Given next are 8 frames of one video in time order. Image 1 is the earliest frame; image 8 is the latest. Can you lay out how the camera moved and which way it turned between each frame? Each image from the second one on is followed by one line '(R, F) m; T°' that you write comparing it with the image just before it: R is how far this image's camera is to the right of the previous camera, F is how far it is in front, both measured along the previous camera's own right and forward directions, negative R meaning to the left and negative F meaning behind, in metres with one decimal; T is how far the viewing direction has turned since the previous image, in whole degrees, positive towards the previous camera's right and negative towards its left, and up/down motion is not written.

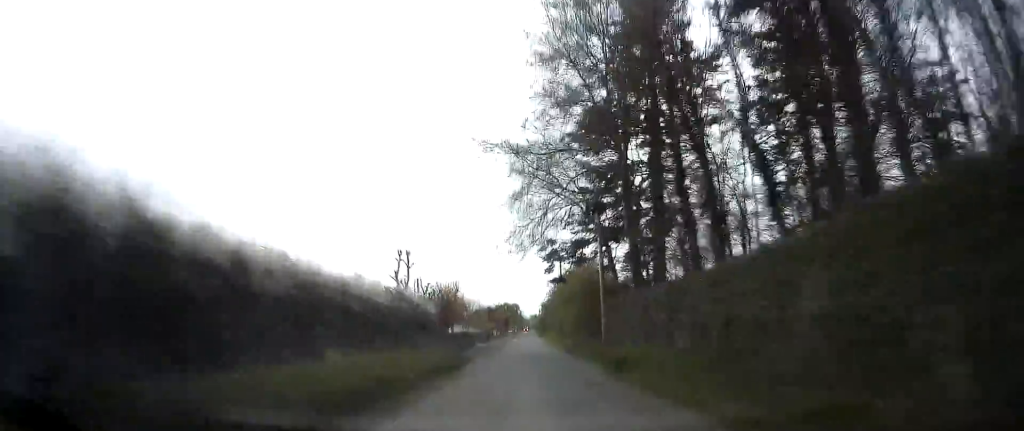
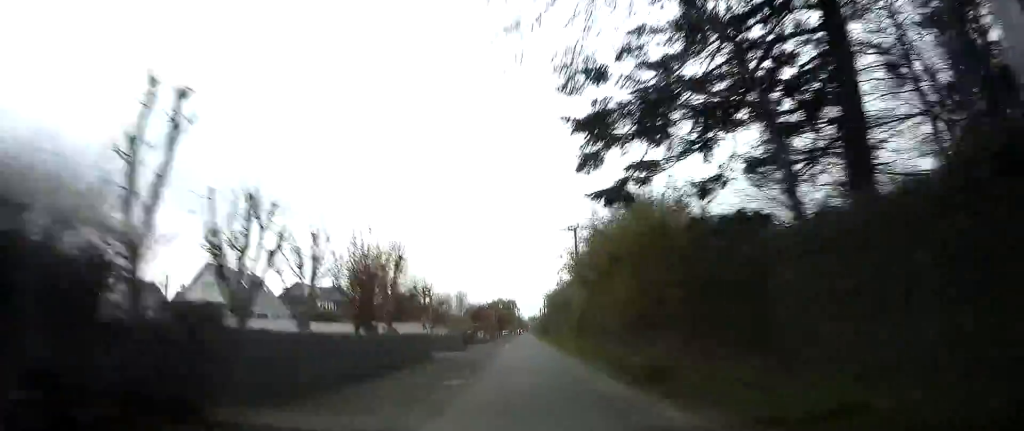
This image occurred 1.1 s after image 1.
(-0.4, +22.4) m; -1°
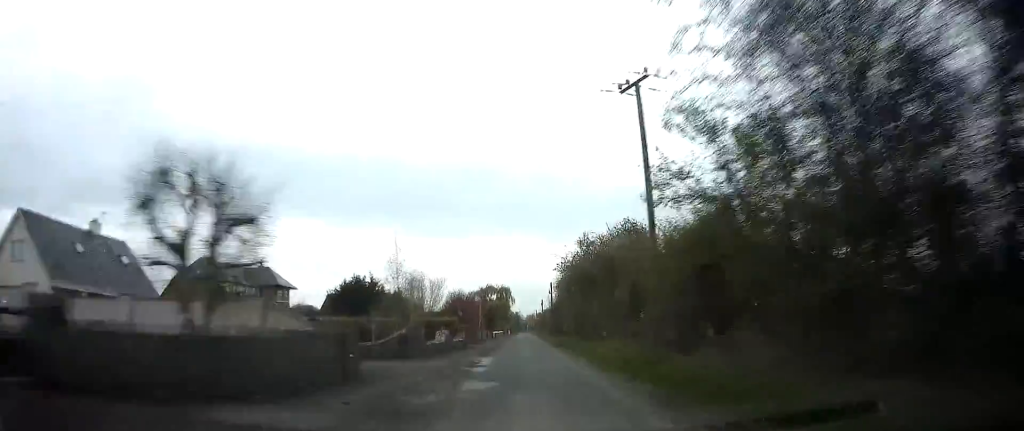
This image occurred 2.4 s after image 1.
(-0.4, +27.4) m; -3°
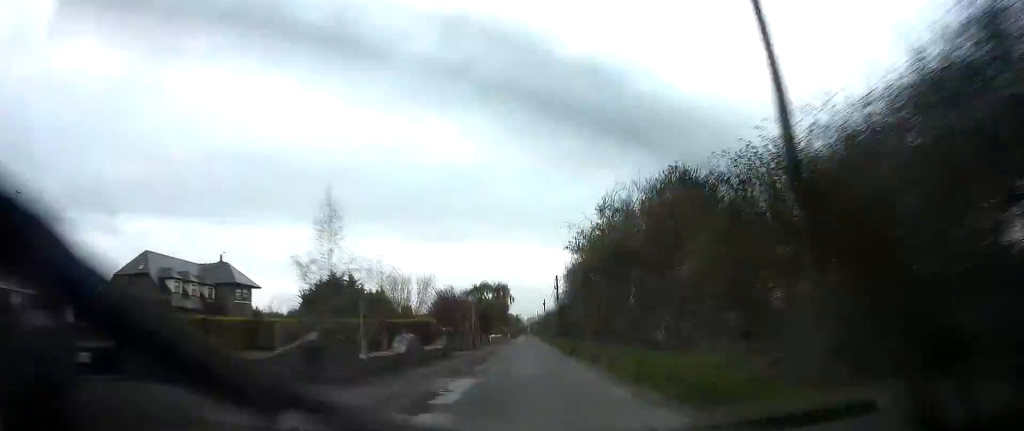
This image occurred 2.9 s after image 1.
(-0.3, +10.6) m; -1°
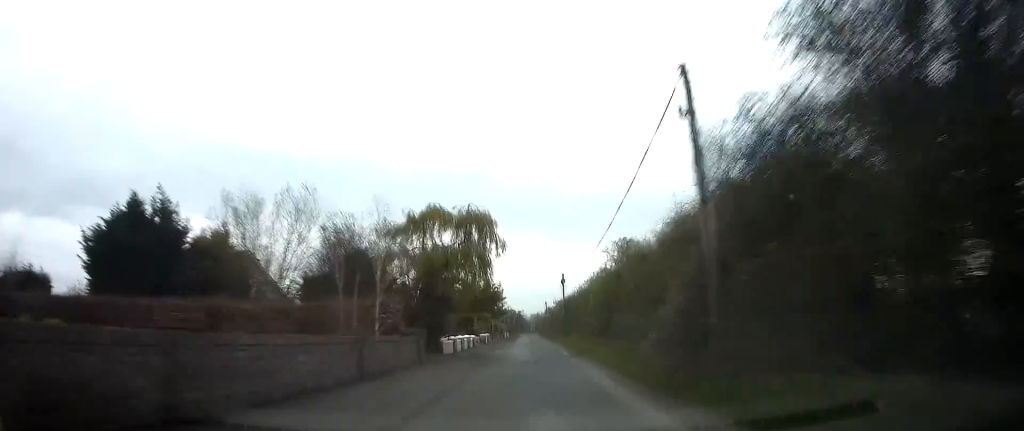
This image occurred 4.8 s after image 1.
(-0.6, +41.4) m; 0°
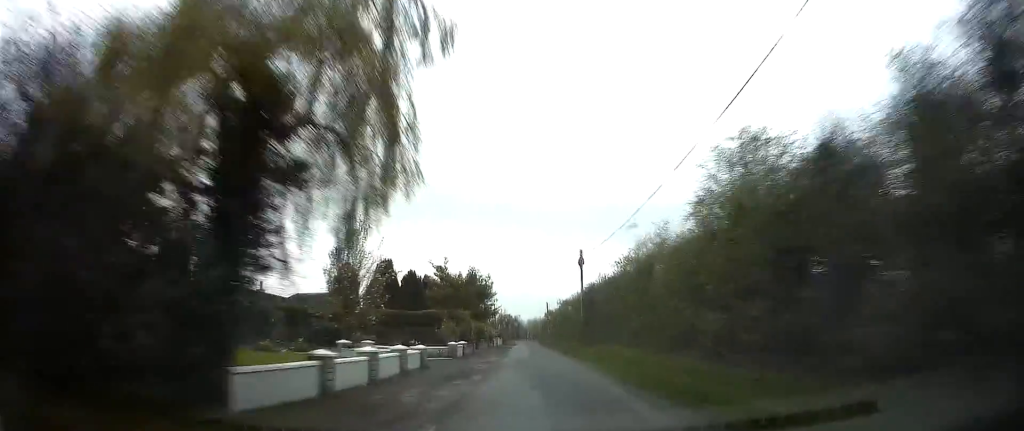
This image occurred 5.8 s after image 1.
(+0.2, +20.7) m; +1°
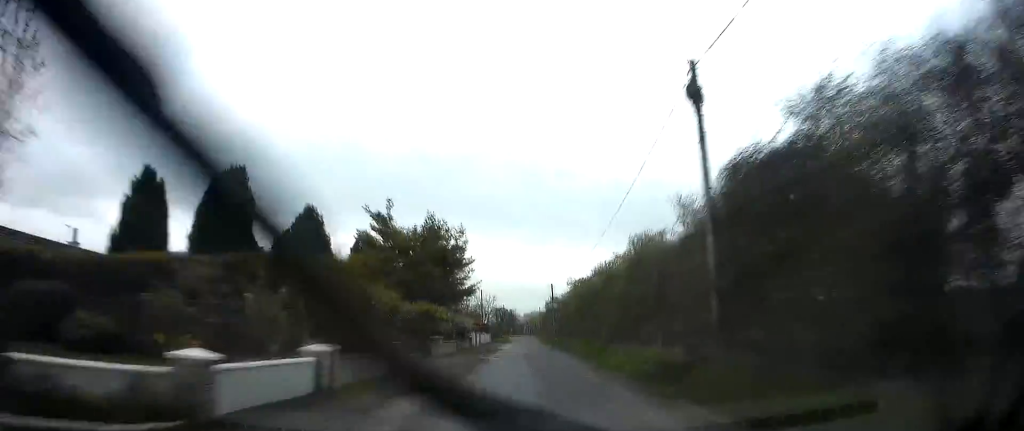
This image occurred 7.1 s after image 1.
(+0.2, +26.2) m; 0°
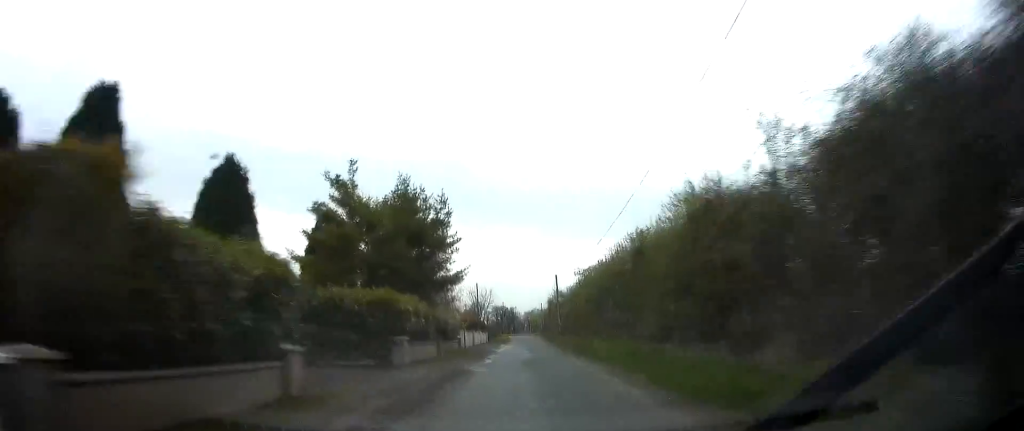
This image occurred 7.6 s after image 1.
(0.0, +8.6) m; -1°
